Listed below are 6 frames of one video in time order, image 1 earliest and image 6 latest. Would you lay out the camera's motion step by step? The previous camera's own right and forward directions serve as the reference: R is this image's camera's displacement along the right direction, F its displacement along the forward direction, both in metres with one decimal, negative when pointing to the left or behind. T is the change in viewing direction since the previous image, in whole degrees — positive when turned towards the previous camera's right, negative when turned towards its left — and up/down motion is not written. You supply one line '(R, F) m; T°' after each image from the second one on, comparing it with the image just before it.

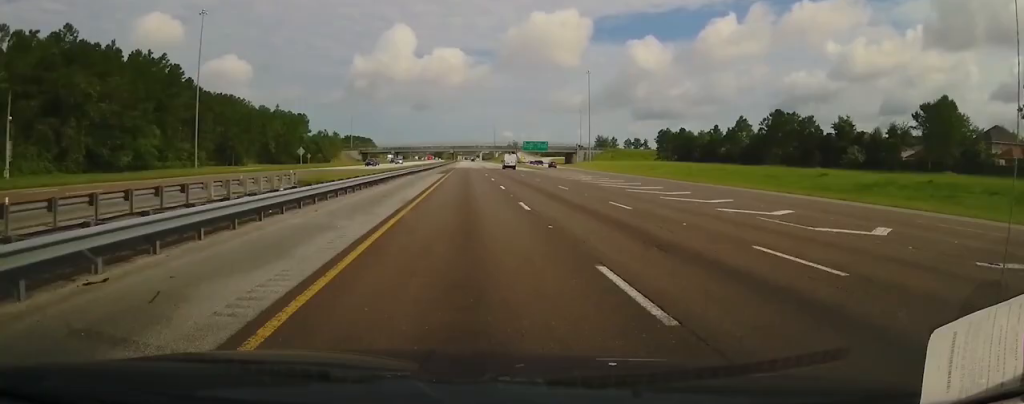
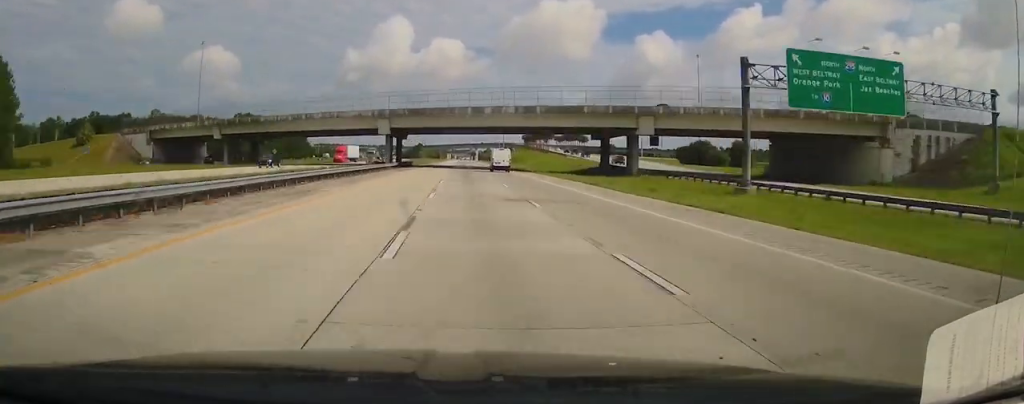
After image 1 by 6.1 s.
(+0.6, +192.1) m; 0°
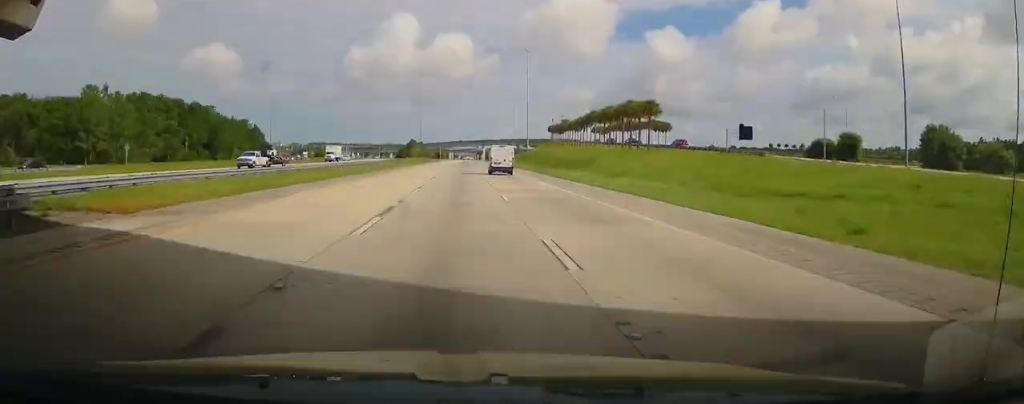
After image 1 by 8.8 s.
(0.0, +87.6) m; -1°
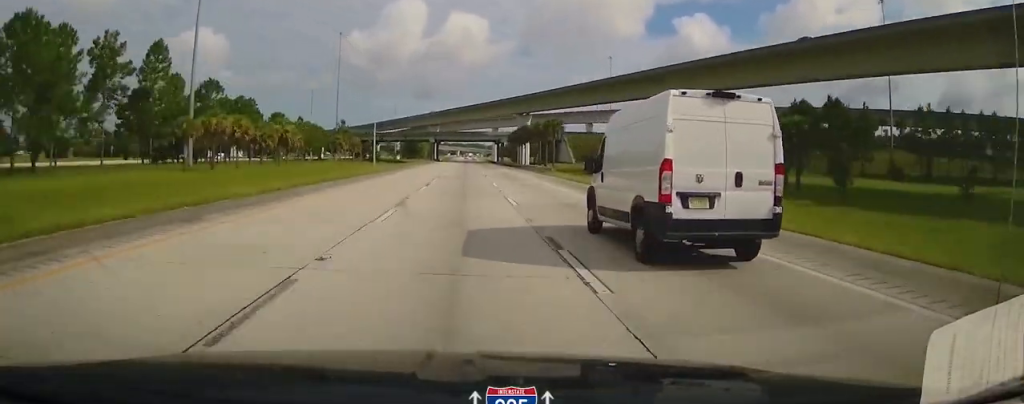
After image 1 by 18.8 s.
(-0.2, +338.3) m; 0°
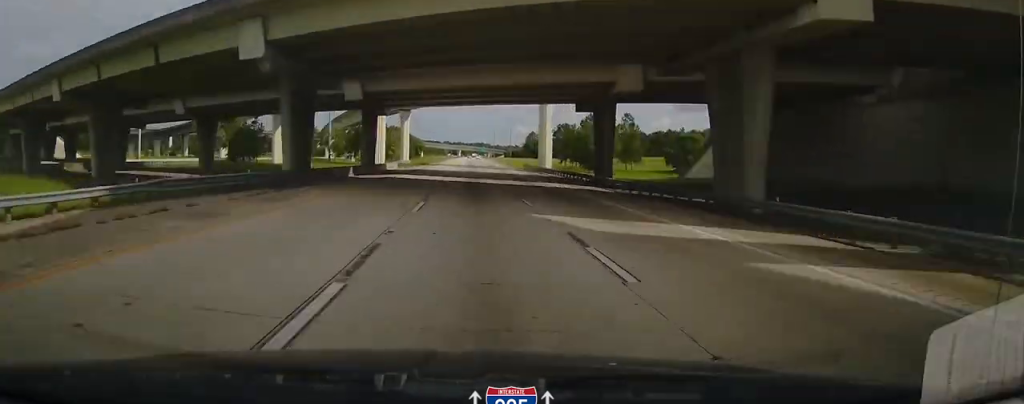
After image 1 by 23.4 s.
(+0.2, +154.6) m; 0°
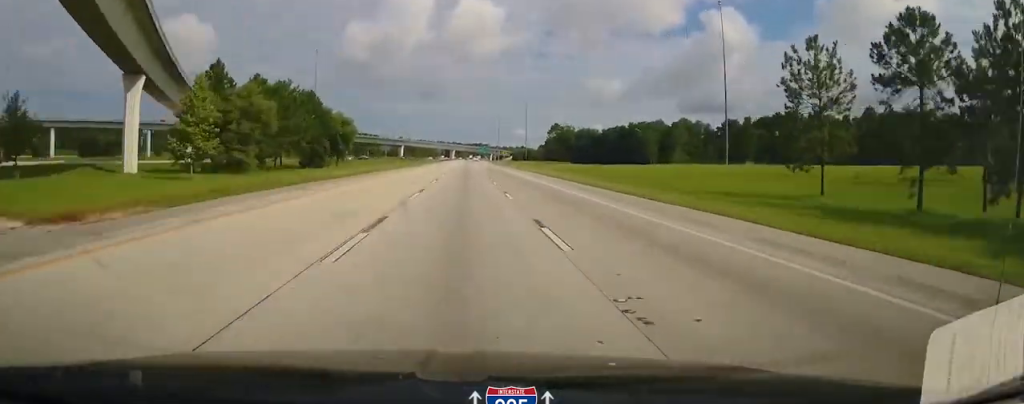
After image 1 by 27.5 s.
(-0.5, +141.4) m; 0°
